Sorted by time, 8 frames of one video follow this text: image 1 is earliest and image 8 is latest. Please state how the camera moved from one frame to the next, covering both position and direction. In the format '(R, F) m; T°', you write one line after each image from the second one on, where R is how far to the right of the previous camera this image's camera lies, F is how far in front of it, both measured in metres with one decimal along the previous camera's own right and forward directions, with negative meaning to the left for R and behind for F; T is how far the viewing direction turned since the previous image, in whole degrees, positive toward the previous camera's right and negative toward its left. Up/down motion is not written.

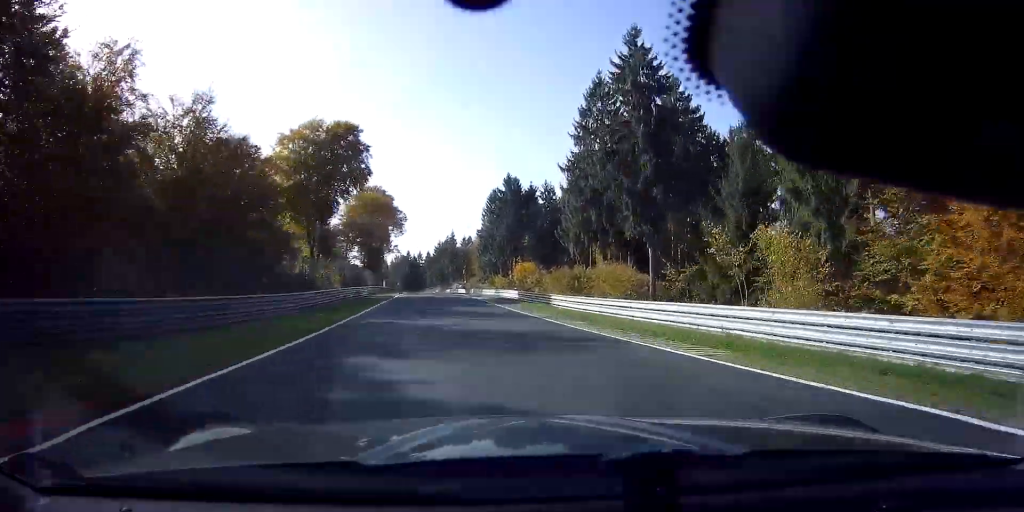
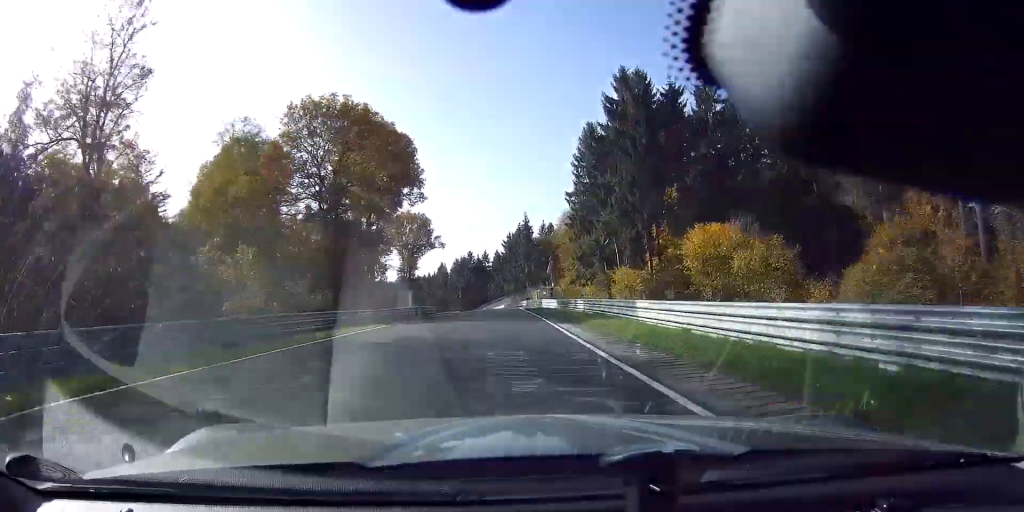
(-4.8, +55.8) m; -7°
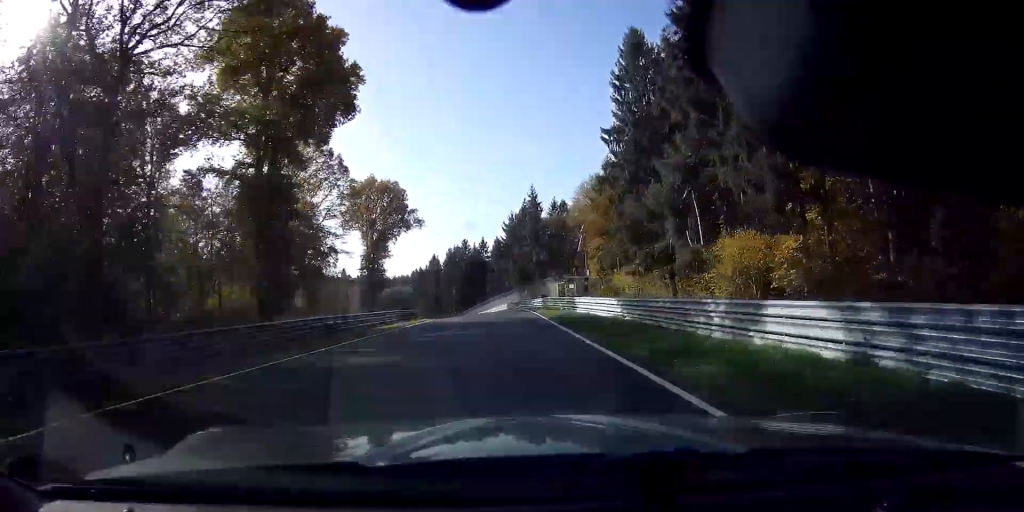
(-0.5, +28.2) m; -3°
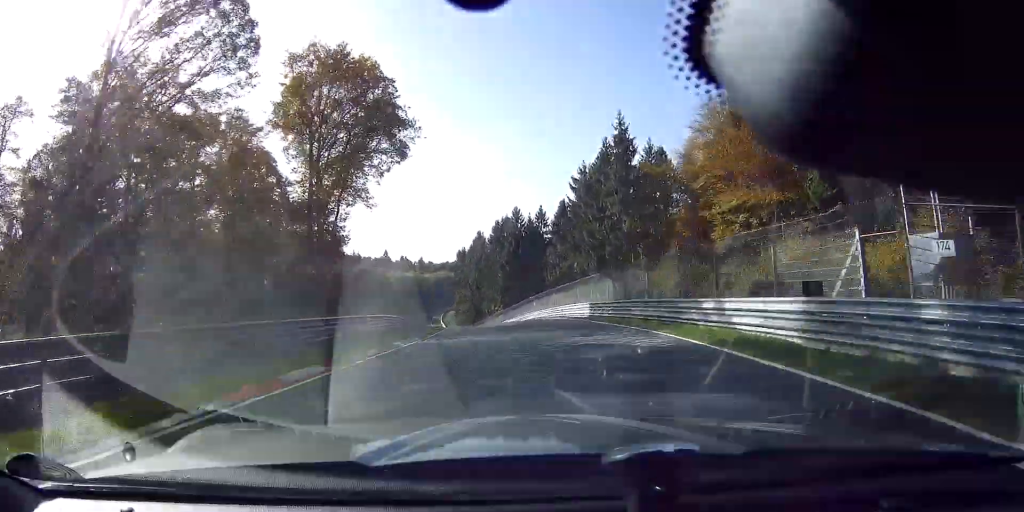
(-1.5, +37.9) m; -6°
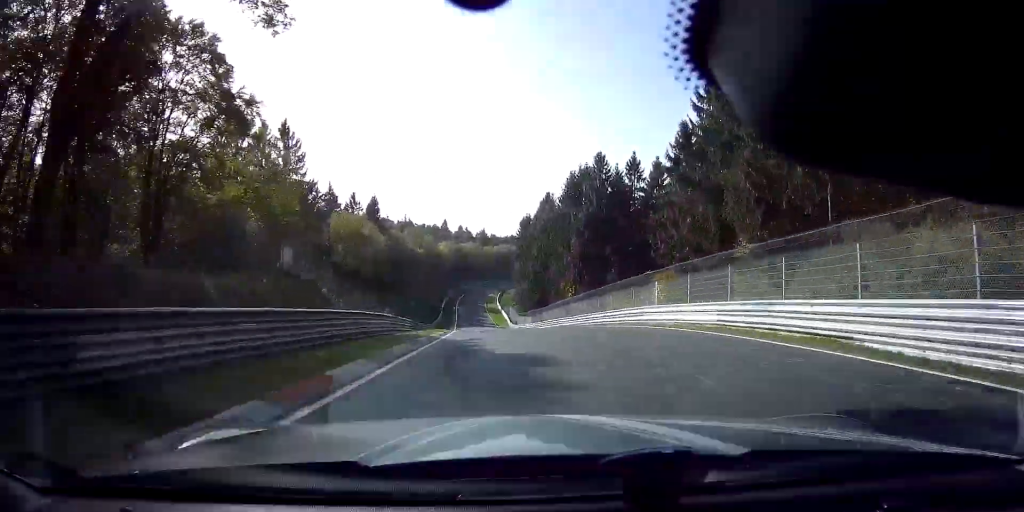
(-1.0, +29.9) m; -5°
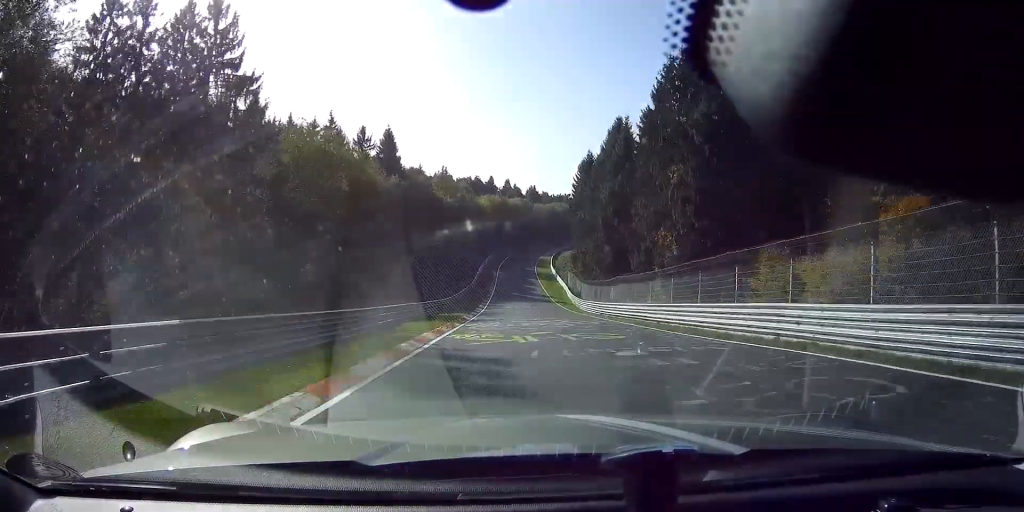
(-1.5, +32.1) m; -4°
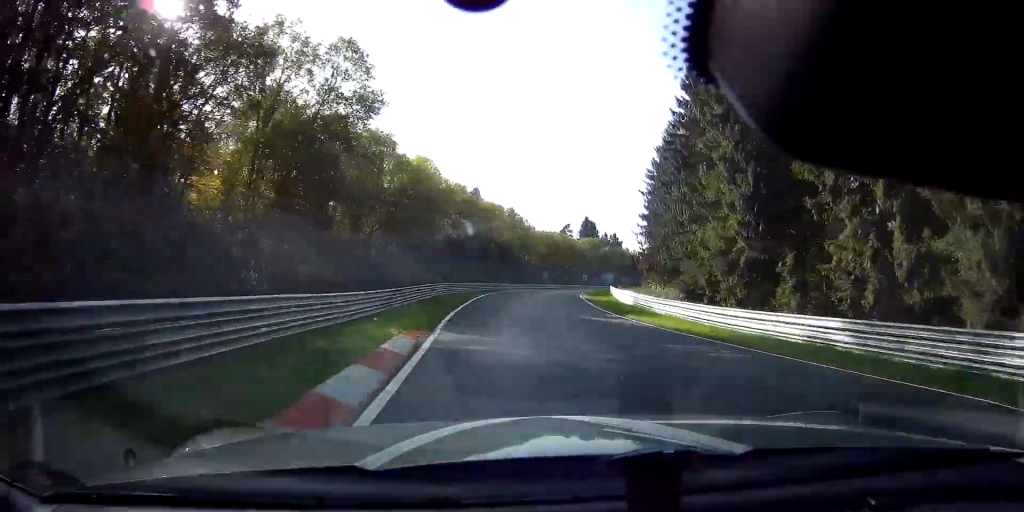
(-1.7, +91.2) m; +4°
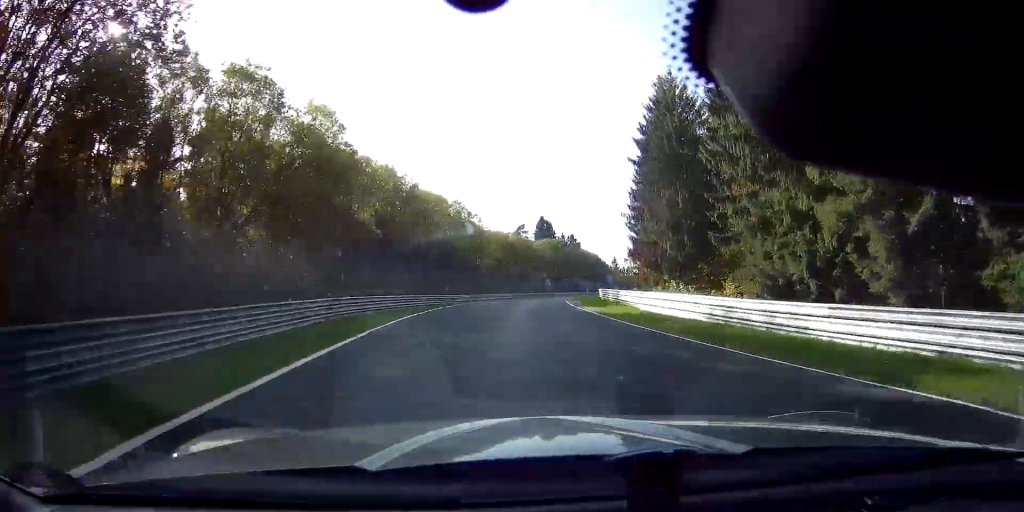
(+1.3, +20.0) m; +4°
